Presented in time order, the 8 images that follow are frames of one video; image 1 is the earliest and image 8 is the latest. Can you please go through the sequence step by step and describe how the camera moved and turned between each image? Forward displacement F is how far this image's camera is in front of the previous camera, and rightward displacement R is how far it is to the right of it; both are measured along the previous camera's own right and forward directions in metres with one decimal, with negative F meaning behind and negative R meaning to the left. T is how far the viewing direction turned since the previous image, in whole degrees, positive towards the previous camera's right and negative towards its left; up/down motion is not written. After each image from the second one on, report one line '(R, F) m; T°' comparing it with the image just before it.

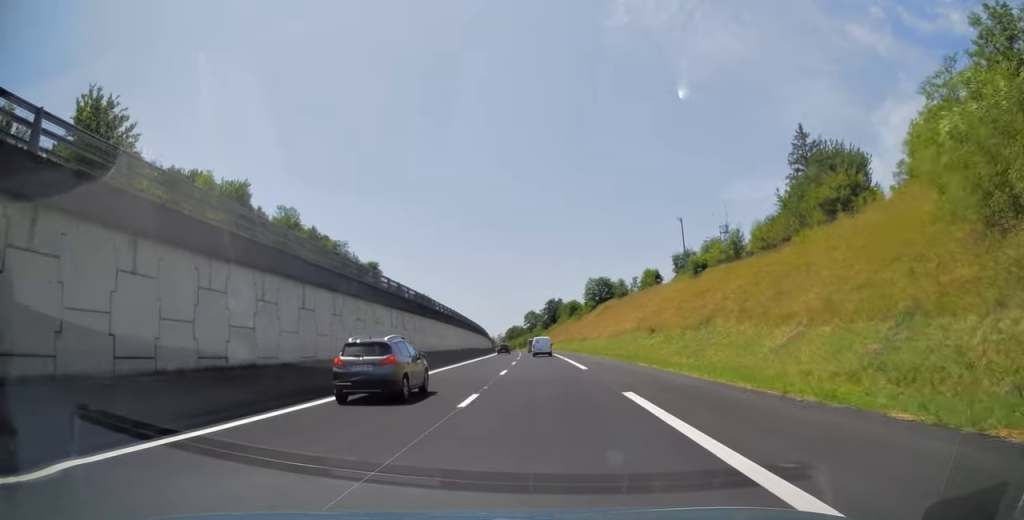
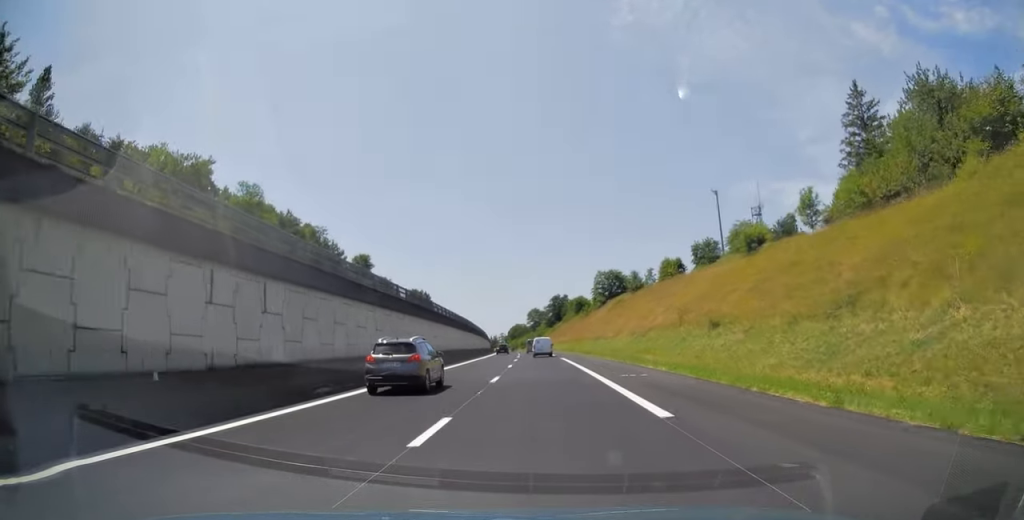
(-0.1, +17.6) m; 0°
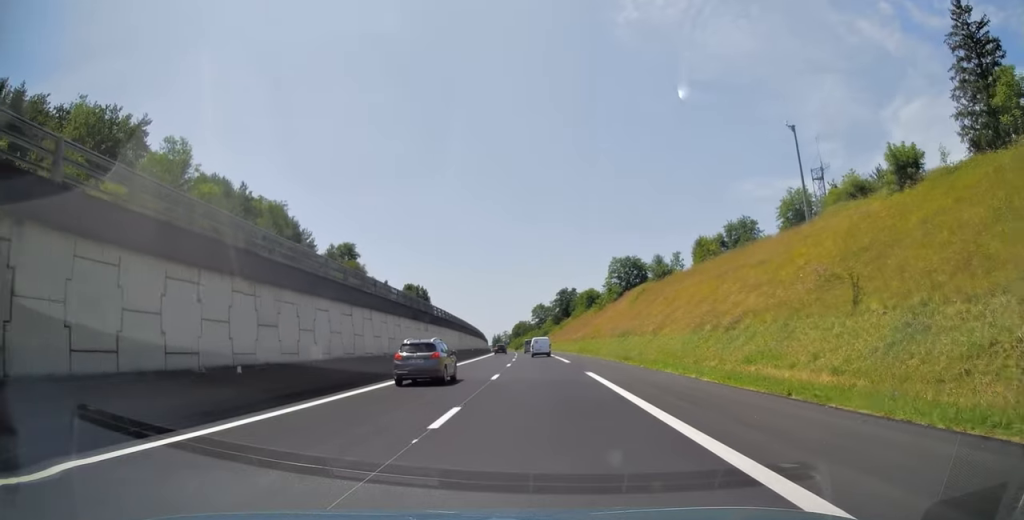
(0.0, +24.1) m; 0°
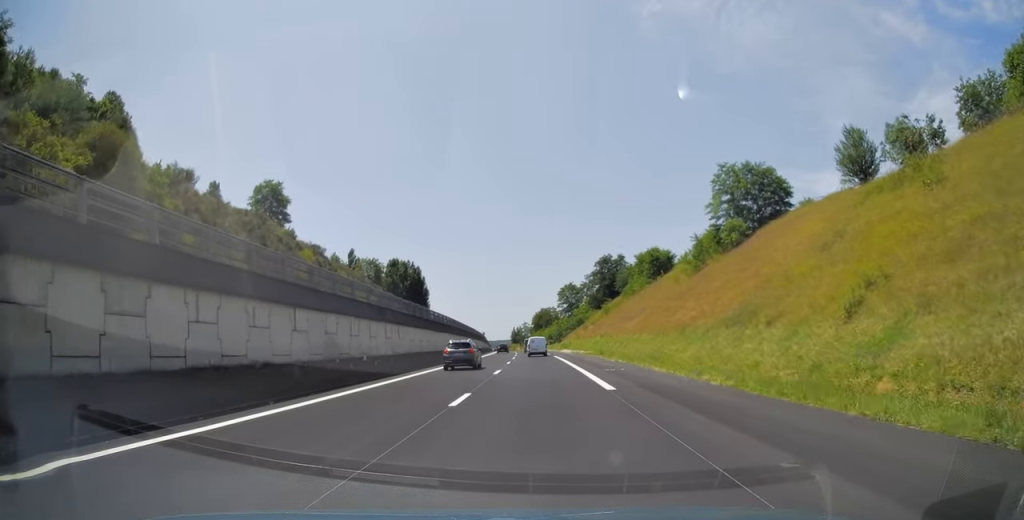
(-1.7, +74.1) m; -3°
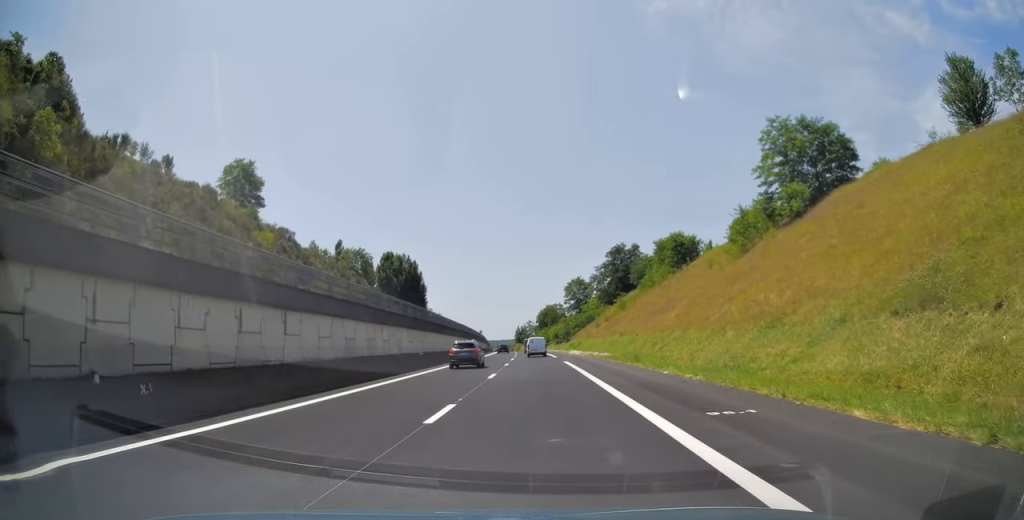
(-0.1, +15.6) m; -1°
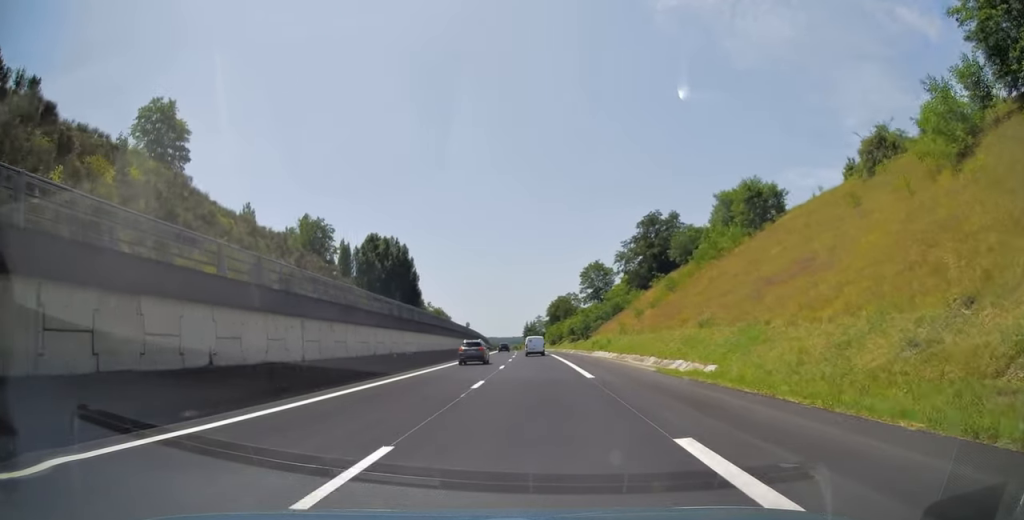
(-0.2, +31.3) m; -1°
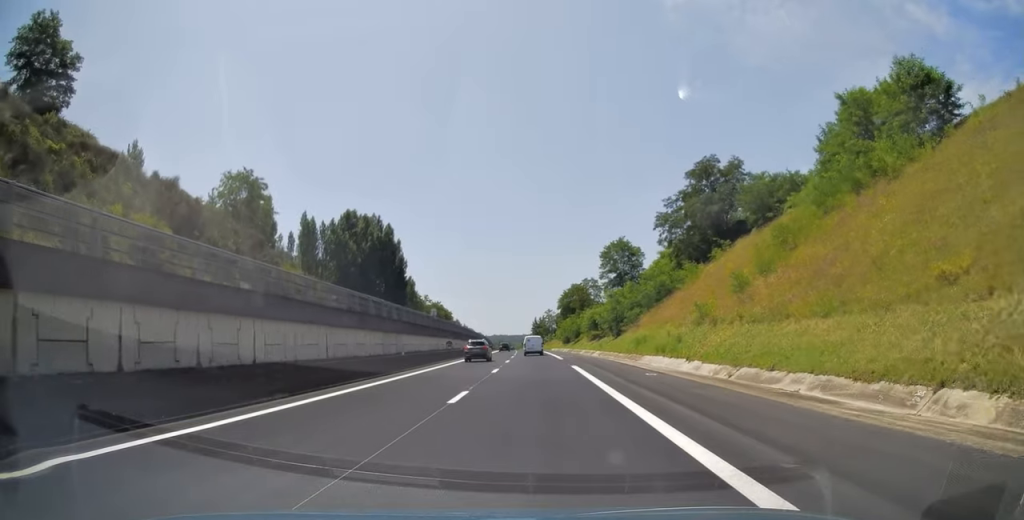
(-0.3, +30.2) m; -1°
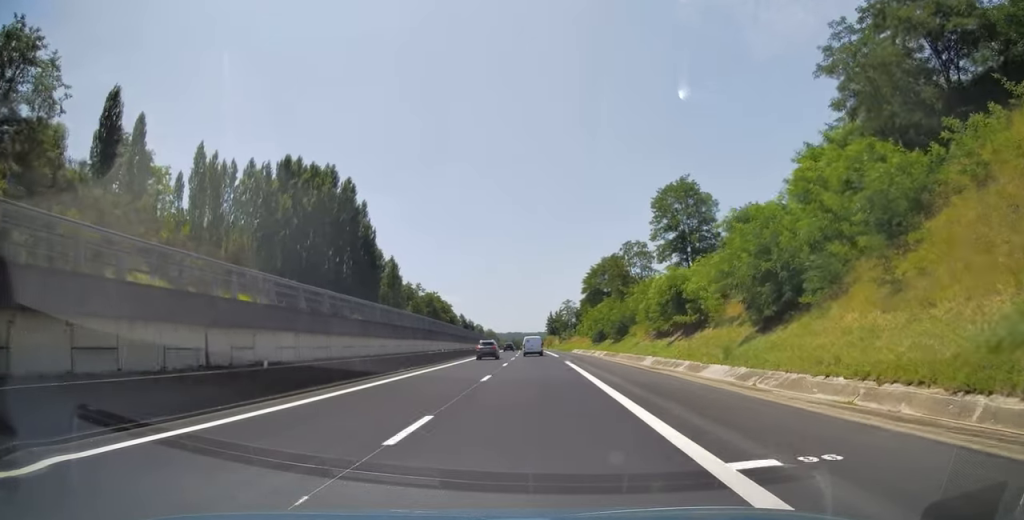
(-0.4, +44.2) m; -1°
